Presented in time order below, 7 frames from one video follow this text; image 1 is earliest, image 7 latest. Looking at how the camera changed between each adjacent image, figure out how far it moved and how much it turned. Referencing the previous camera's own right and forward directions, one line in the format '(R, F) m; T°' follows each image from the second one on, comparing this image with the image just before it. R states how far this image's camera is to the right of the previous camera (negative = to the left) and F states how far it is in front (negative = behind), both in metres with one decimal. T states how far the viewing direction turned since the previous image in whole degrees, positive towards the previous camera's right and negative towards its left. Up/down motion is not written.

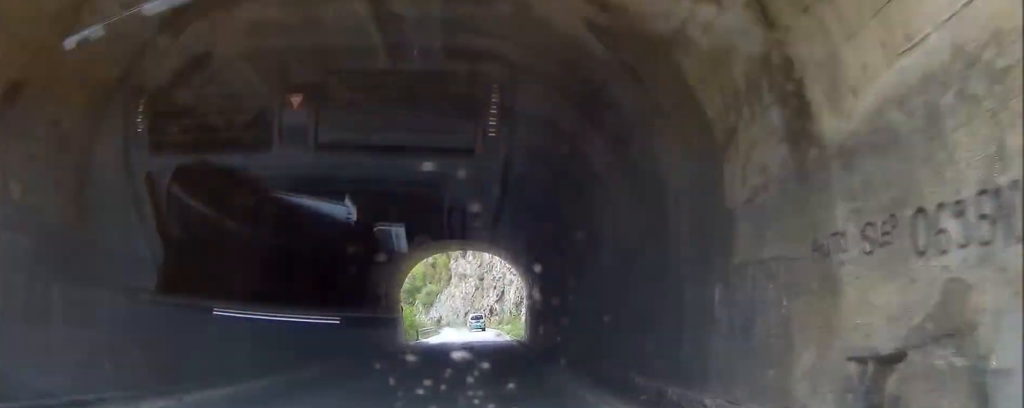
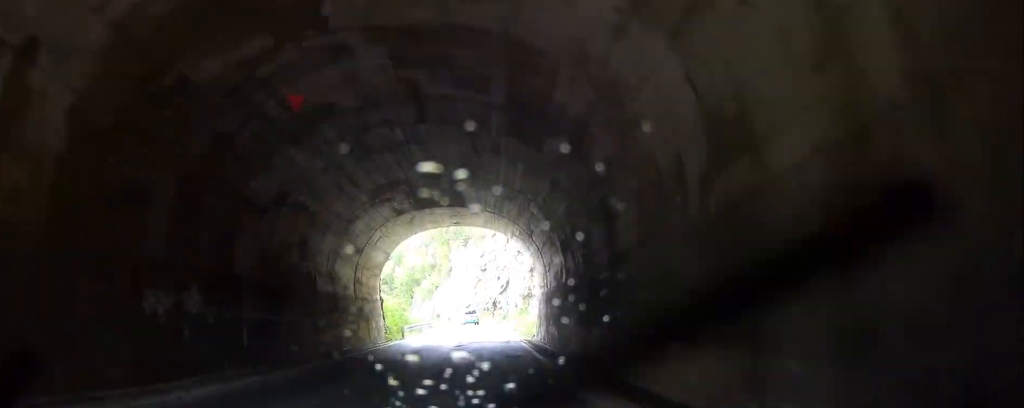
(0.0, +9.1) m; 0°
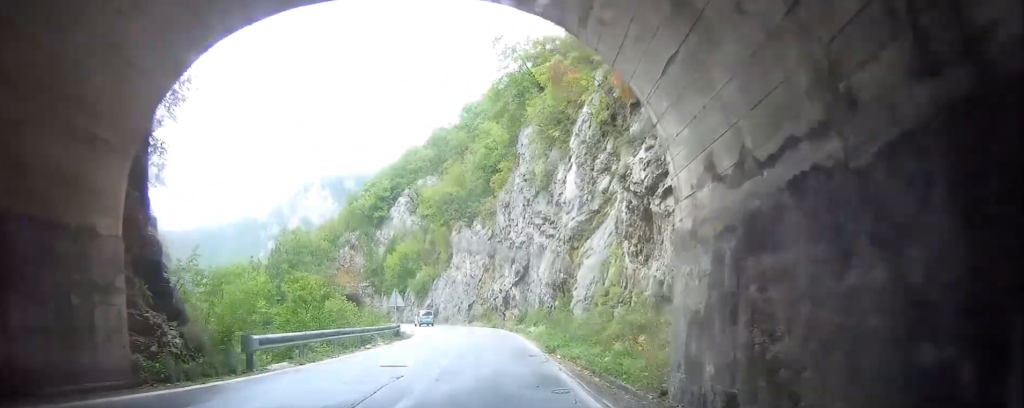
(-0.5, +25.3) m; -1°
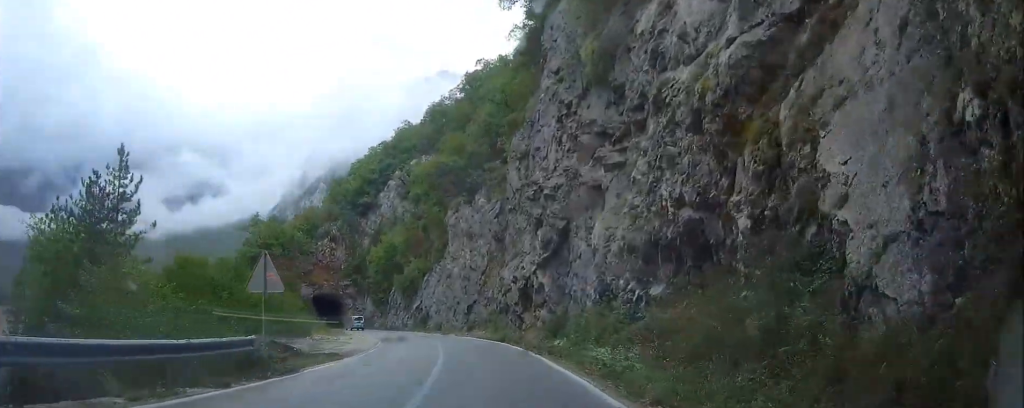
(-0.1, +24.7) m; -5°
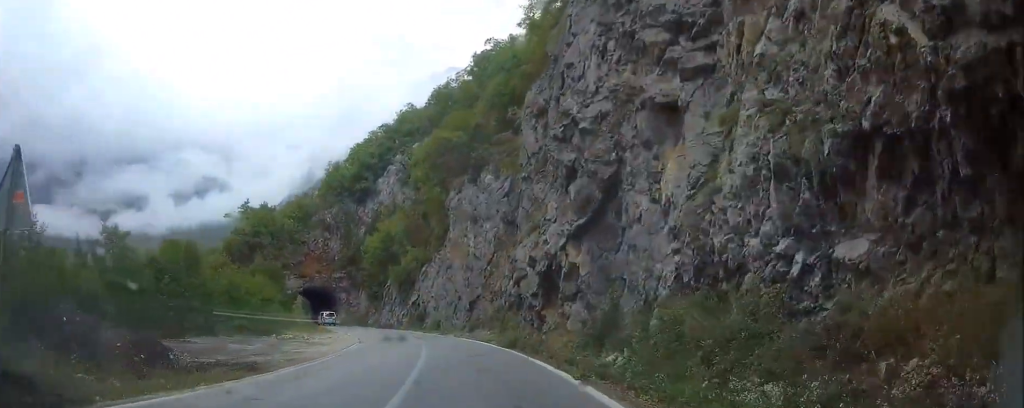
(-0.6, +9.6) m; -3°
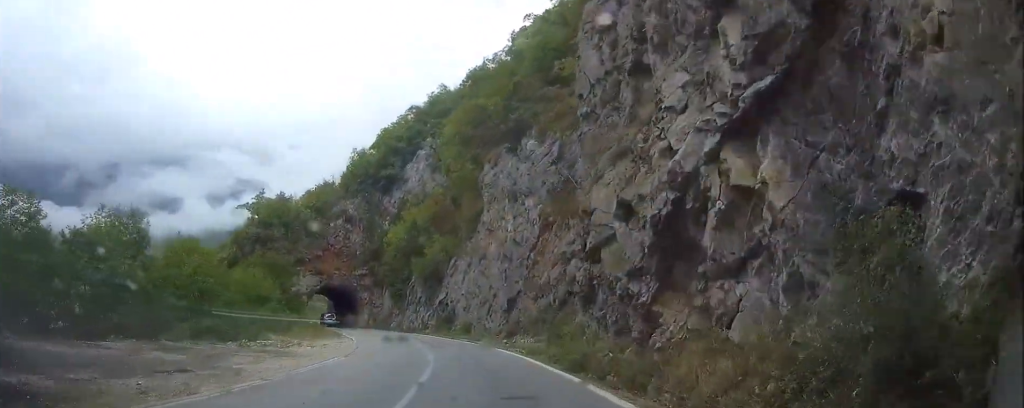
(-0.4, +11.2) m; -2°
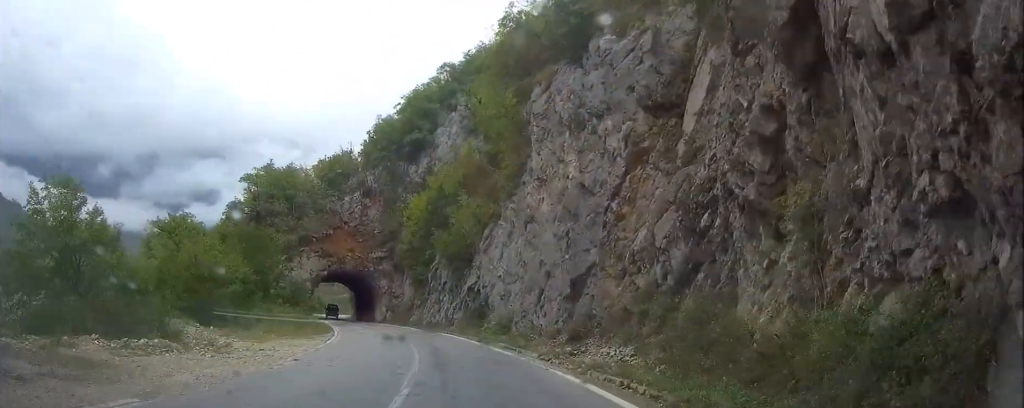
(0.0, +15.7) m; -2°
